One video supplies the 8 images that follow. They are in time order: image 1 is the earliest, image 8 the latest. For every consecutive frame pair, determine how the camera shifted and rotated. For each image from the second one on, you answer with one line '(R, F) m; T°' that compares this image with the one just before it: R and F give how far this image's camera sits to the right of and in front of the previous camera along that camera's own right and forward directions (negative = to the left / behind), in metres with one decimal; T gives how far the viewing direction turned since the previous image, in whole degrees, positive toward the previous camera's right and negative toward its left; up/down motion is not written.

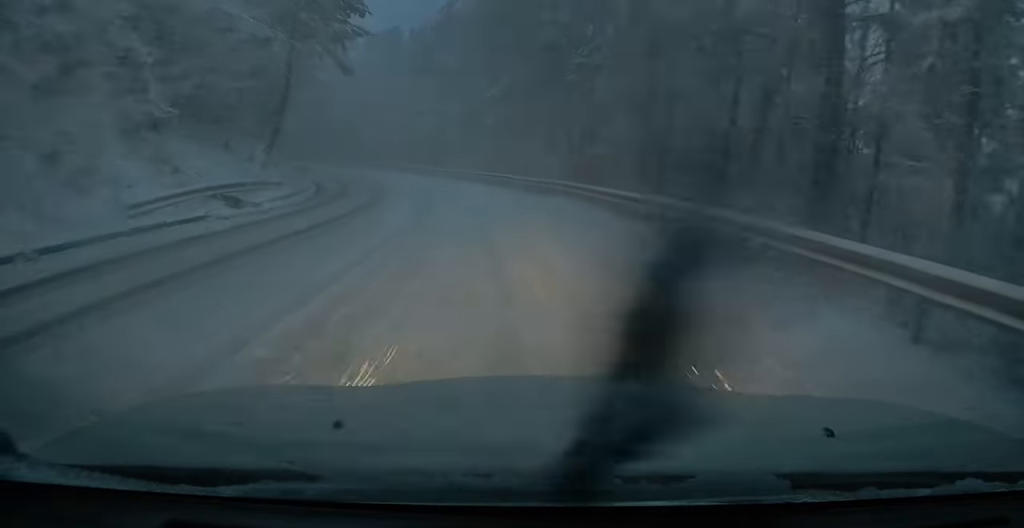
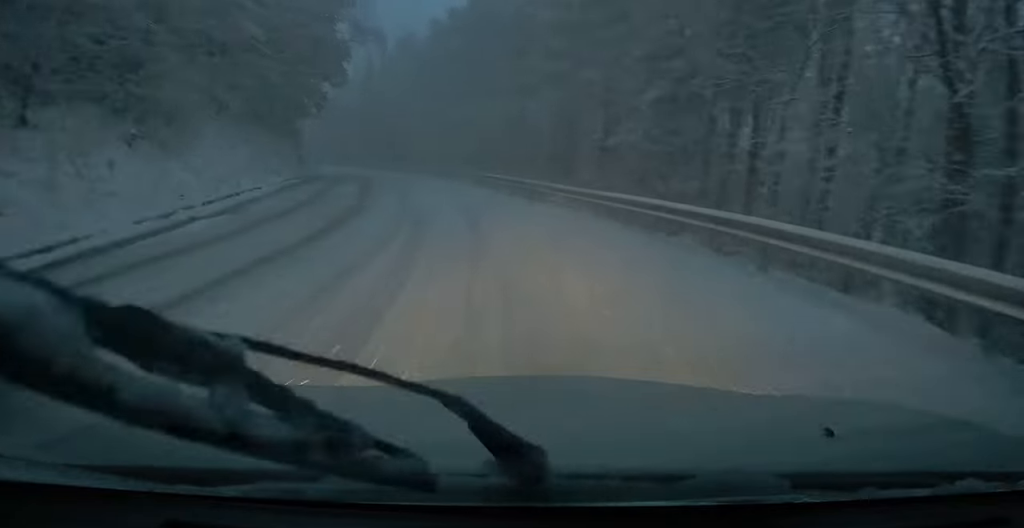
(-3.3, +24.4) m; -13°
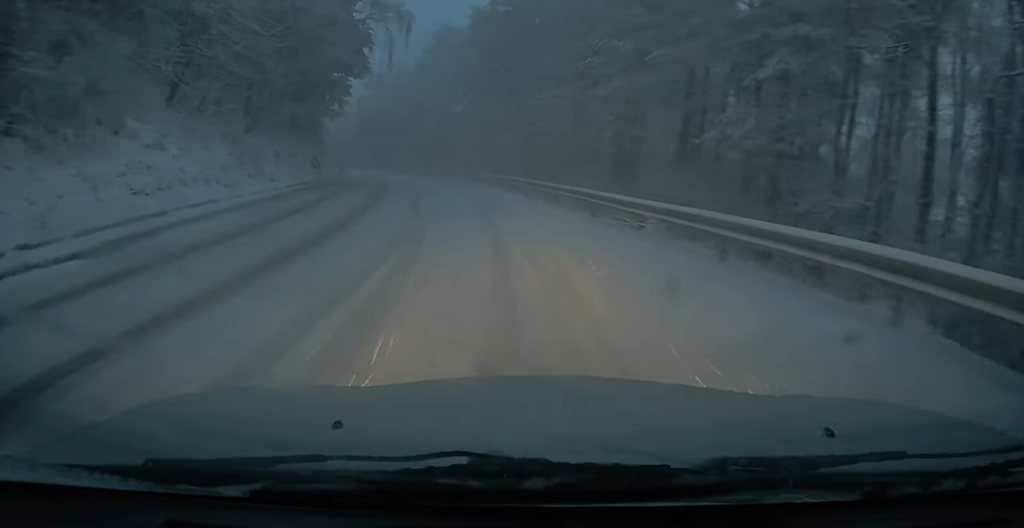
(-0.1, +7.3) m; -2°
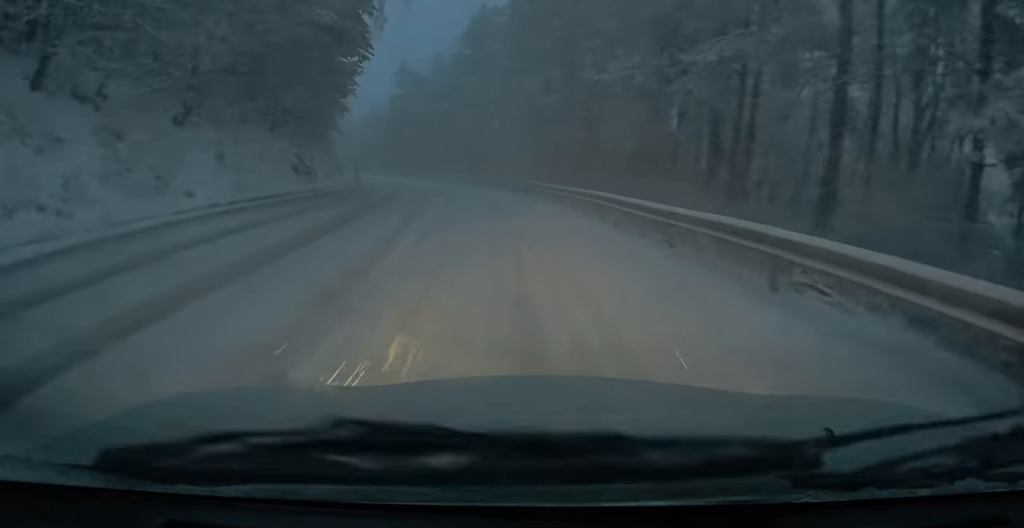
(-0.2, +10.2) m; -3°
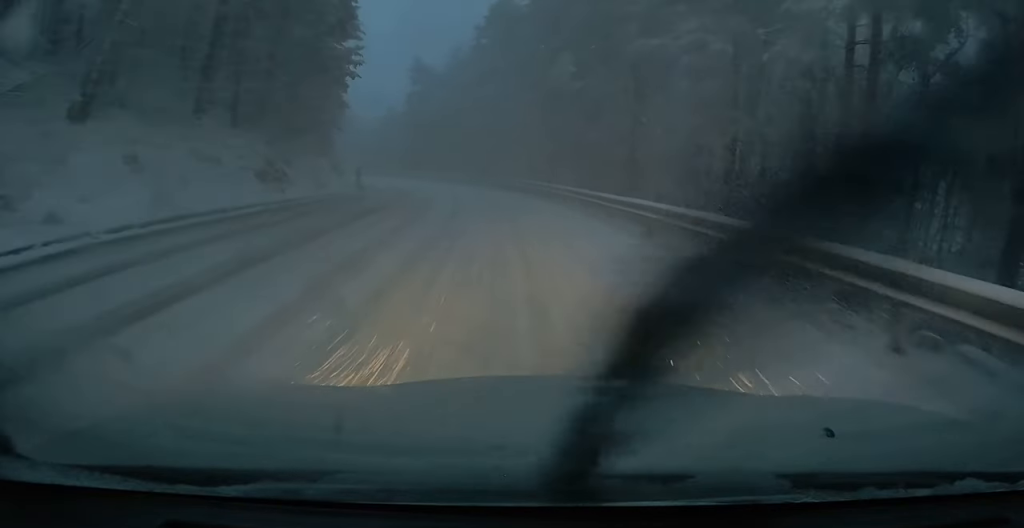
(0.0, +5.8) m; -4°
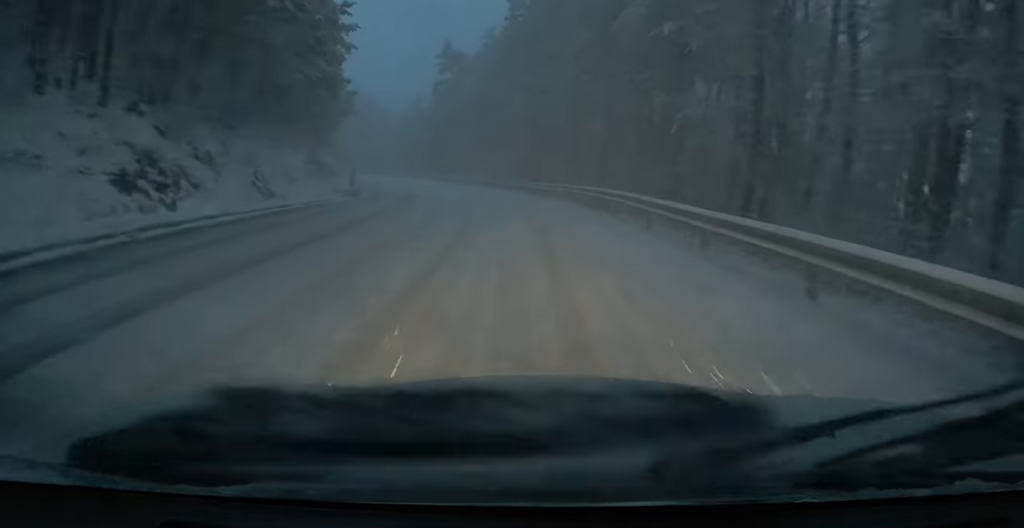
(-0.7, +9.1) m; -7°
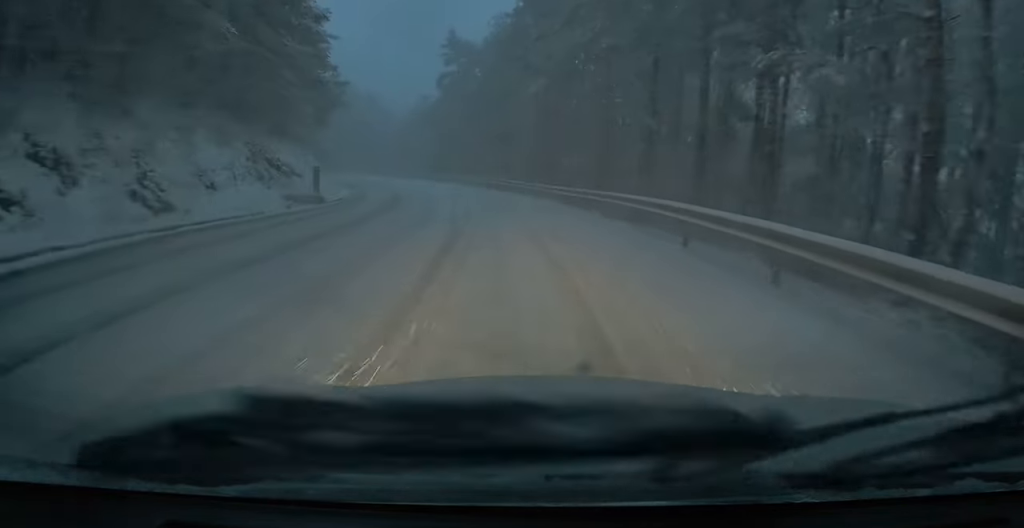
(-0.2, +6.3) m; -3°
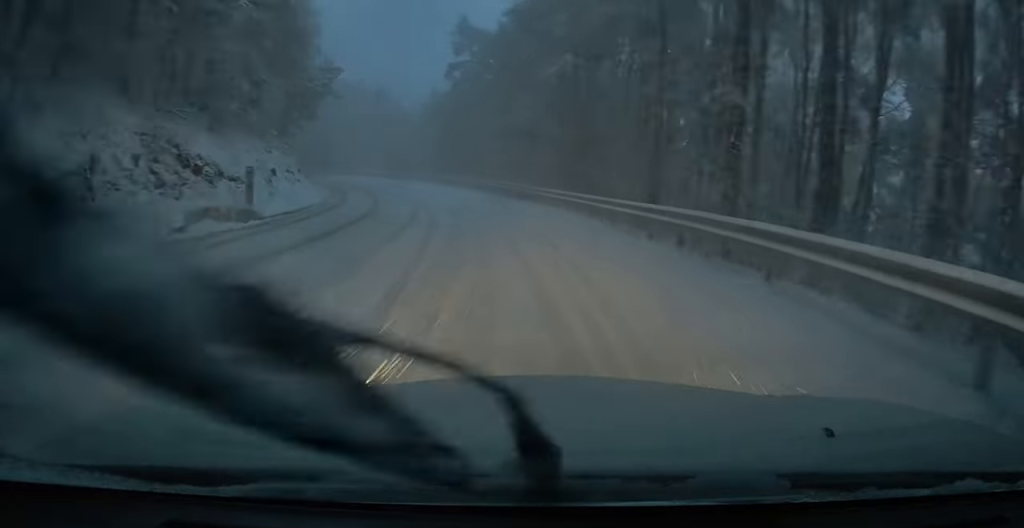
(-0.1, +6.9) m; -4°
